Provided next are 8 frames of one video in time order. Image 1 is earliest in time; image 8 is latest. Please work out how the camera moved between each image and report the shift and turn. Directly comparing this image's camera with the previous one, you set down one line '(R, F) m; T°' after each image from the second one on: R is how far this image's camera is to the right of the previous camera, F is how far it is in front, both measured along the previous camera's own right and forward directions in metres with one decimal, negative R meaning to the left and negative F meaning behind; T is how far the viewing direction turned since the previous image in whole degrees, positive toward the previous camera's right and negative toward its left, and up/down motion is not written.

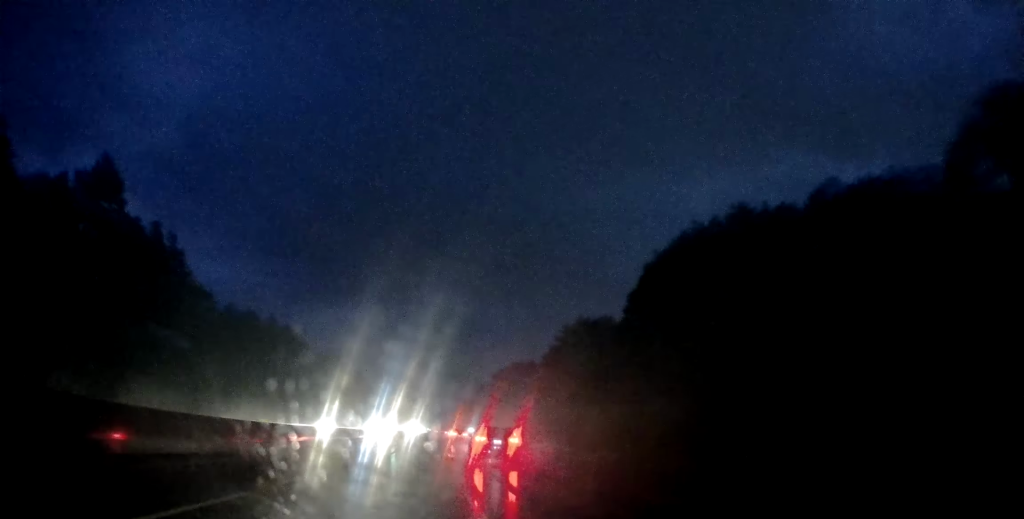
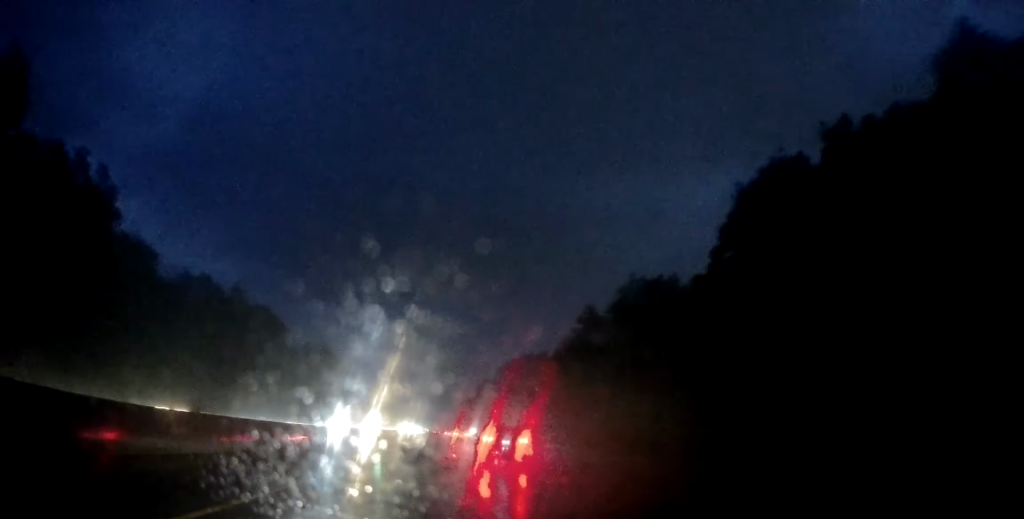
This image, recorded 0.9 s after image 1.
(-0.2, +24.0) m; 0°
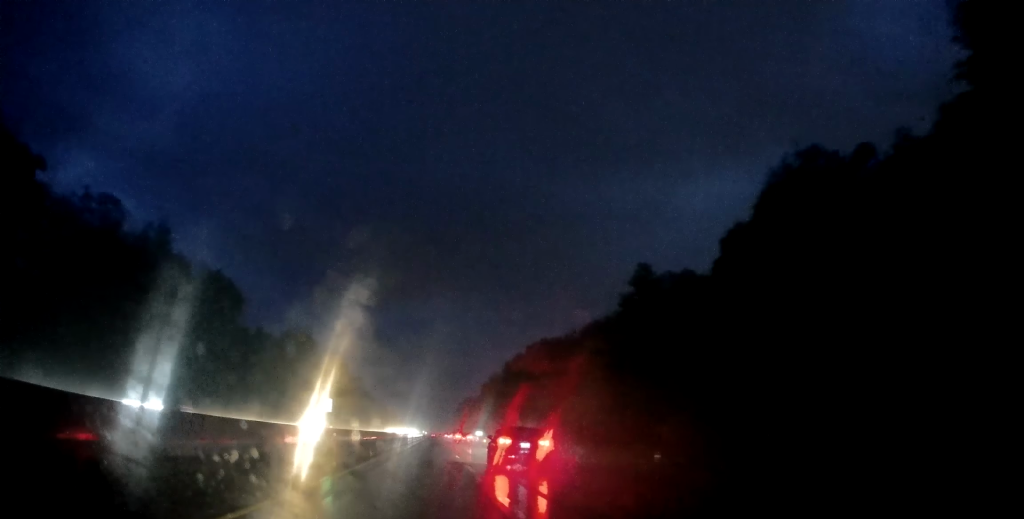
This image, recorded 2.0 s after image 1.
(-0.1, +32.8) m; +1°
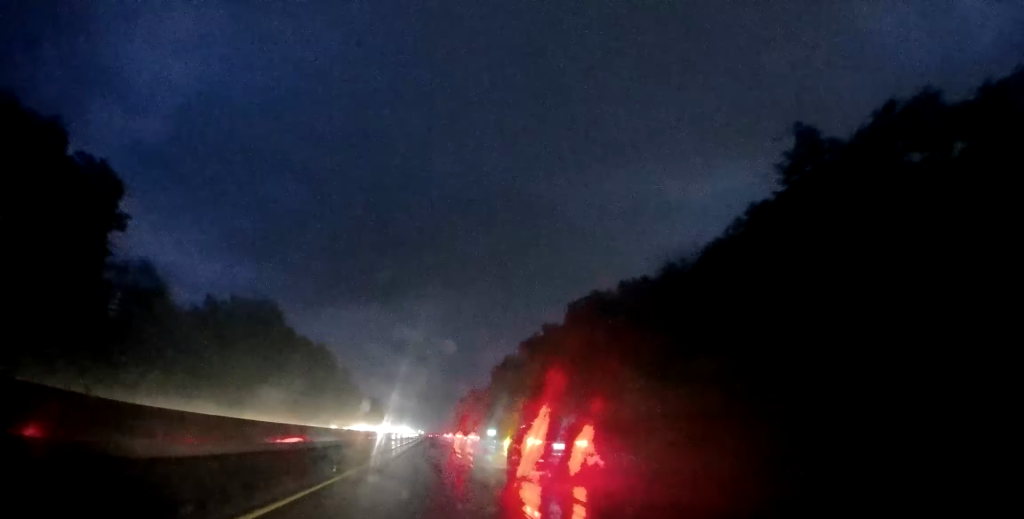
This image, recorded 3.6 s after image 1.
(+0.6, +45.3) m; +1°
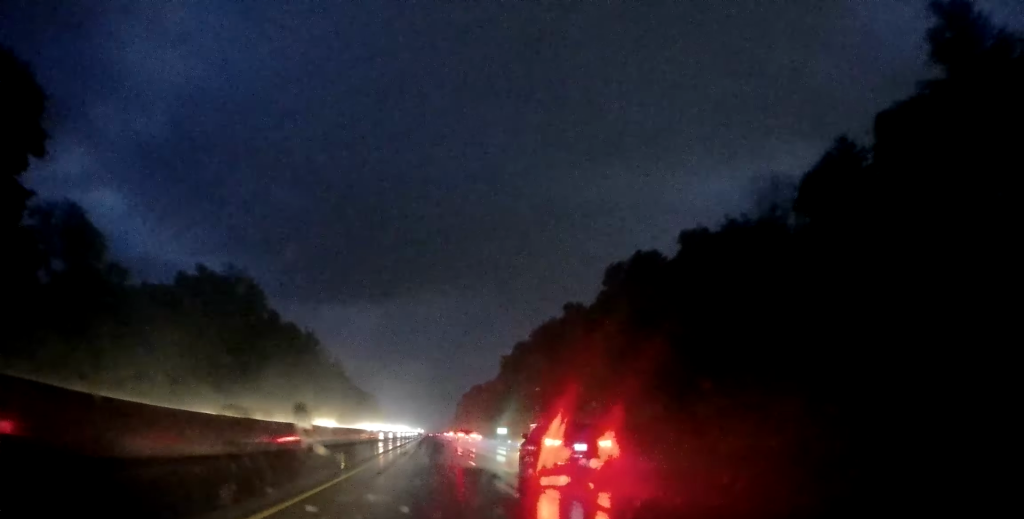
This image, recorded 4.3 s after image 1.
(-0.2, +20.7) m; -1°
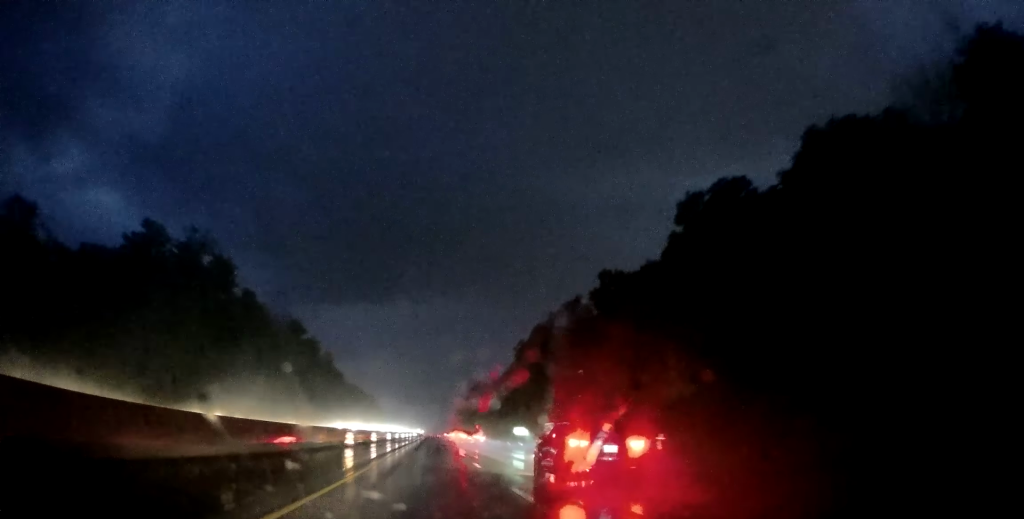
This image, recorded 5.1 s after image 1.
(0.0, +24.0) m; 0°
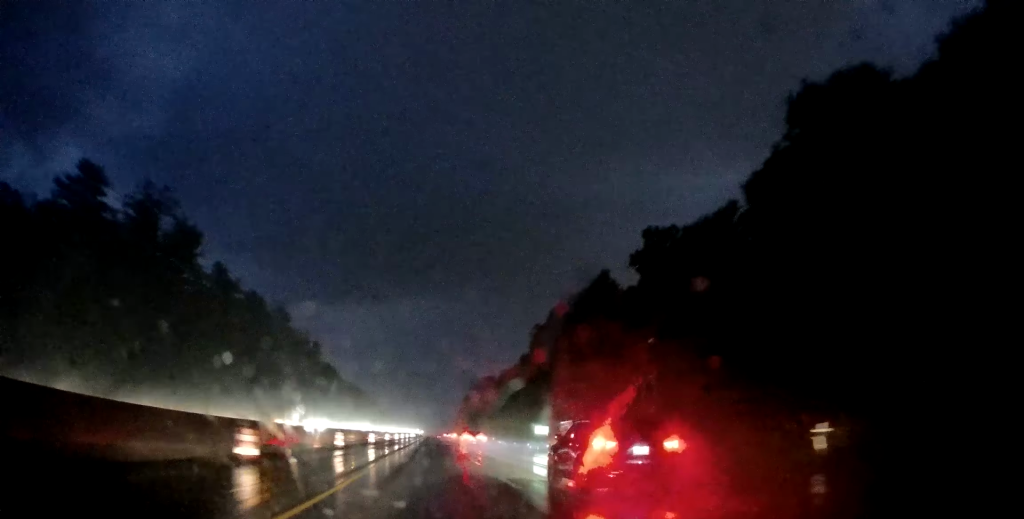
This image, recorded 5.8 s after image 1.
(+0.1, +20.1) m; +1°
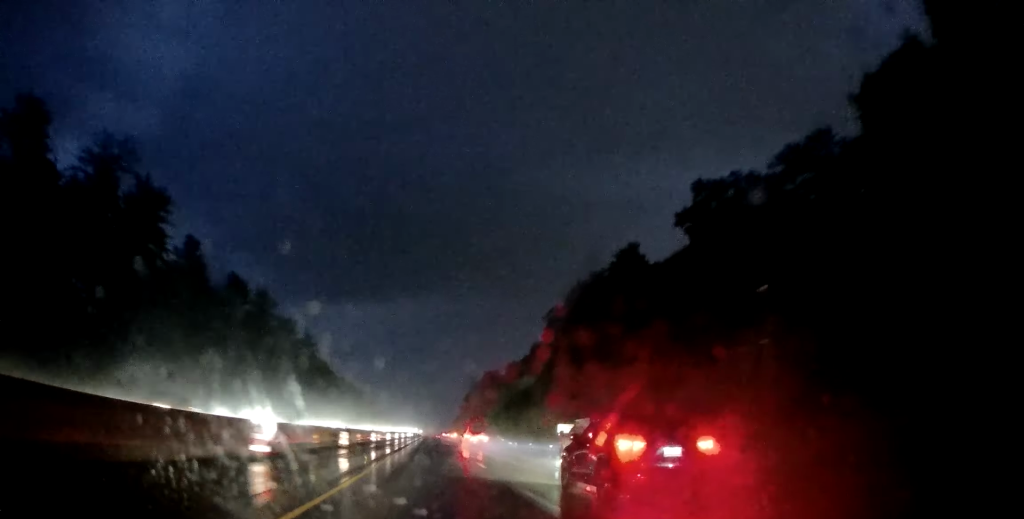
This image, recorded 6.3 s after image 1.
(-0.1, +15.1) m; +1°
